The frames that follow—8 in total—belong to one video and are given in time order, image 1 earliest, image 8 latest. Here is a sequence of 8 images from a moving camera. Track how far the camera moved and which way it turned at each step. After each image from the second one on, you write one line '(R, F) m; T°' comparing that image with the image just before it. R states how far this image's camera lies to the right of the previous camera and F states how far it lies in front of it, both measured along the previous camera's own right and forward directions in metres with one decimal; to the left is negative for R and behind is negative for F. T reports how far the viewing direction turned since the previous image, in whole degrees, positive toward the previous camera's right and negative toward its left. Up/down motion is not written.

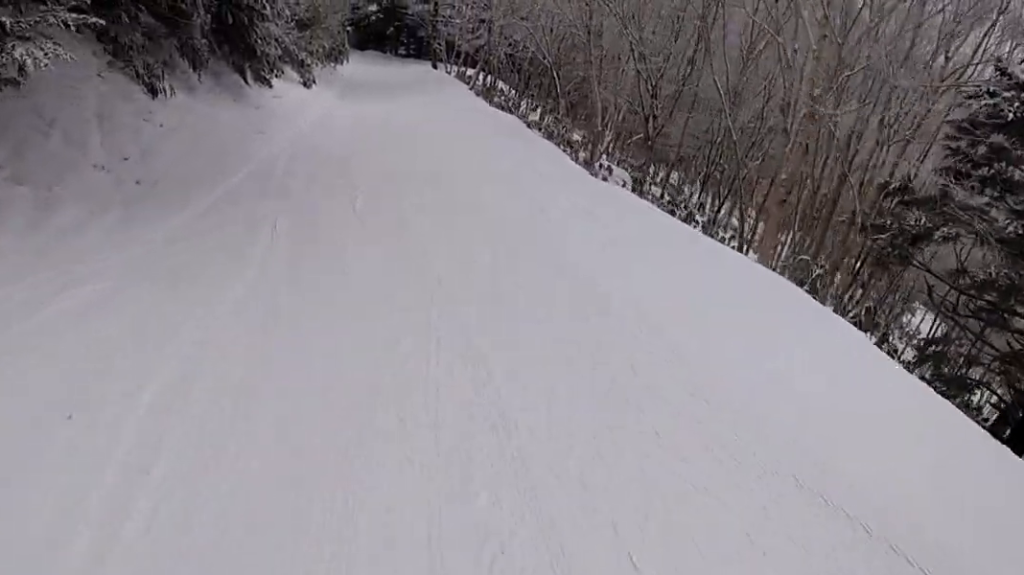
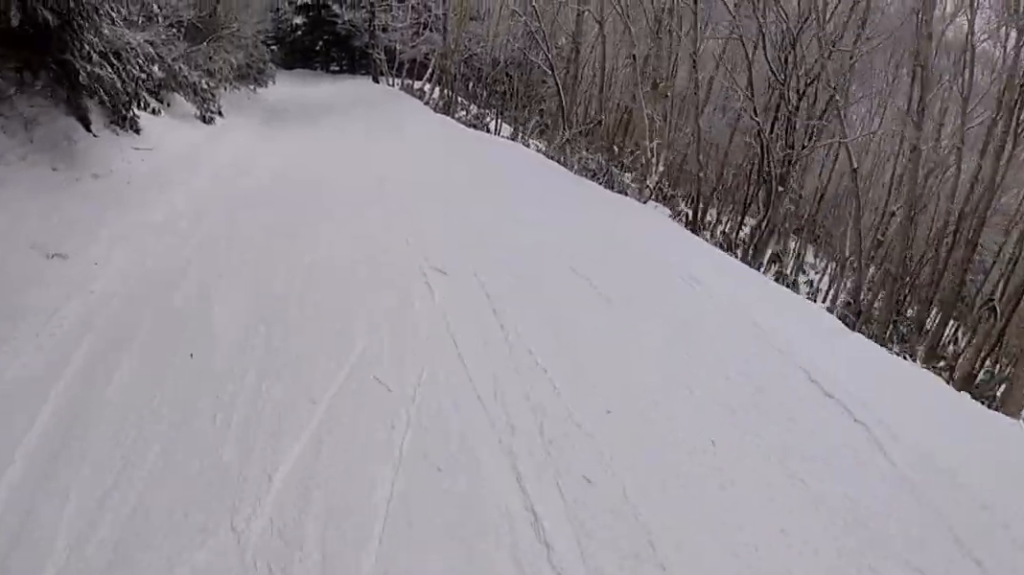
(+0.2, +8.0) m; -4°
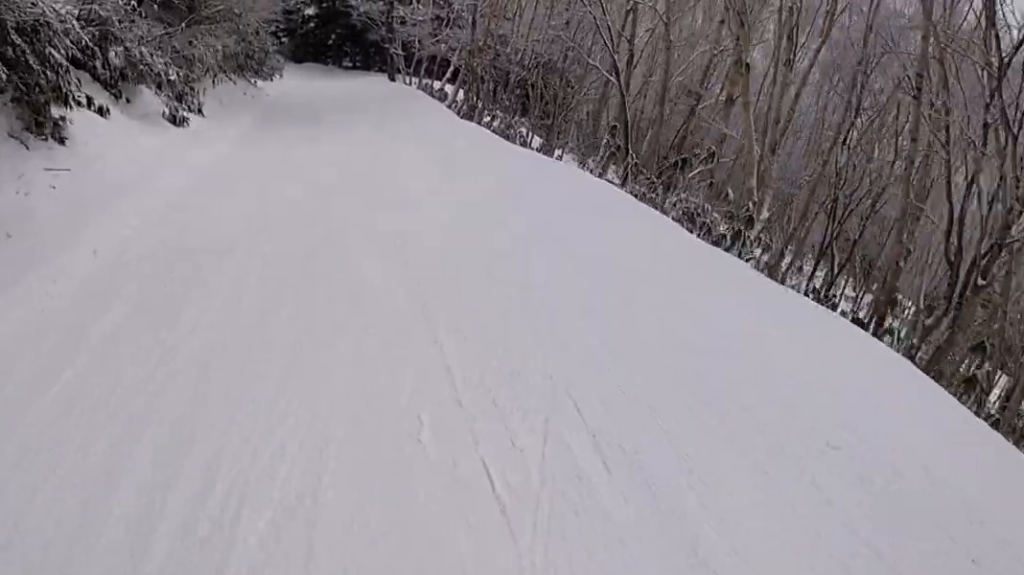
(-0.4, +3.7) m; -3°
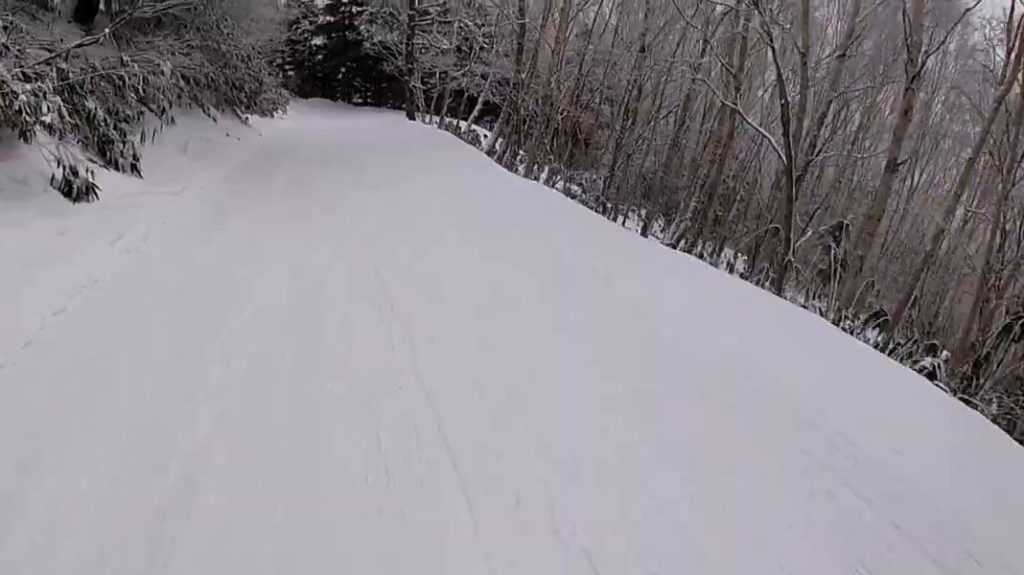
(+0.1, +5.6) m; +4°
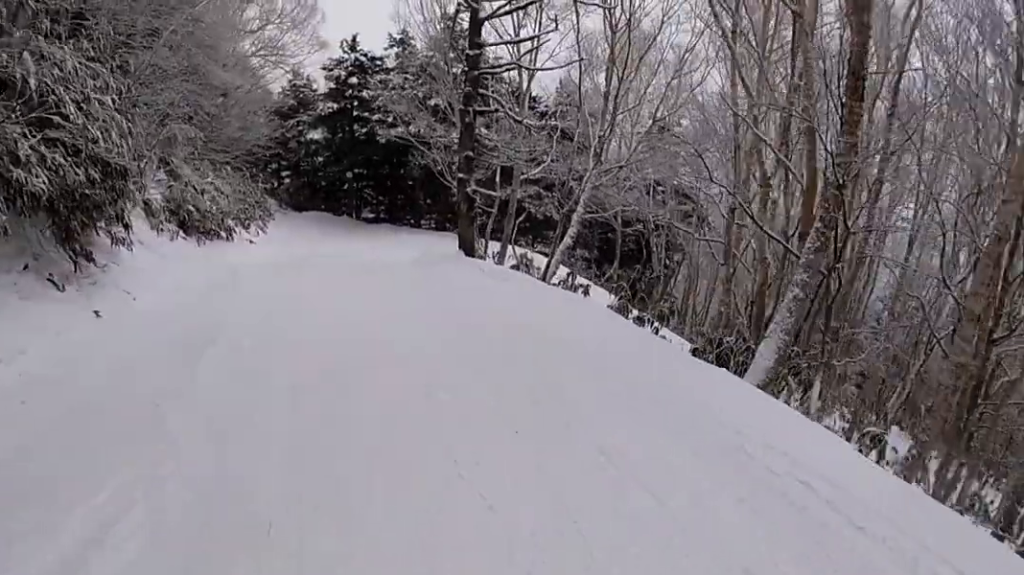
(+1.1, +13.7) m; +1°
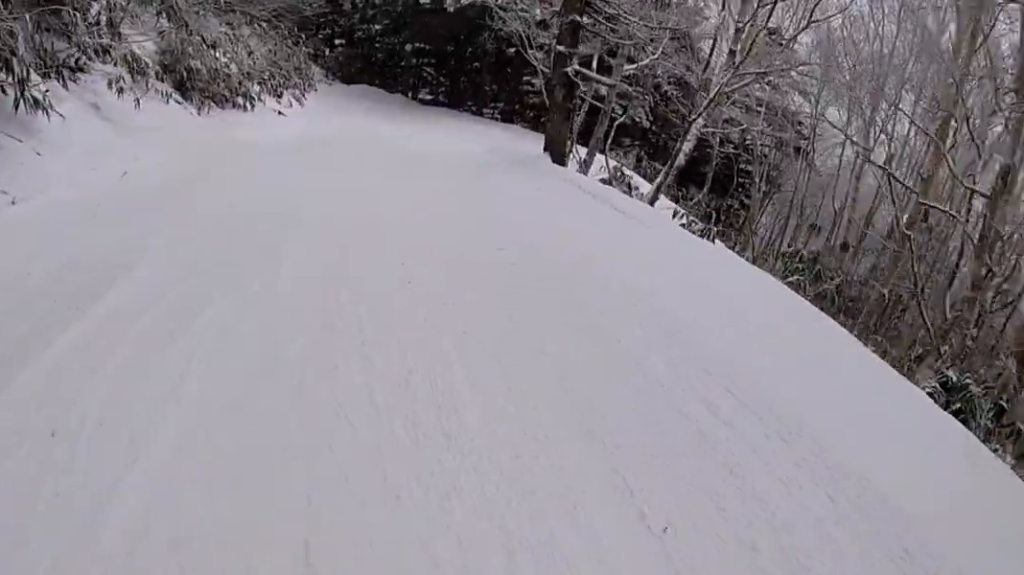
(-0.2, +3.8) m; -4°
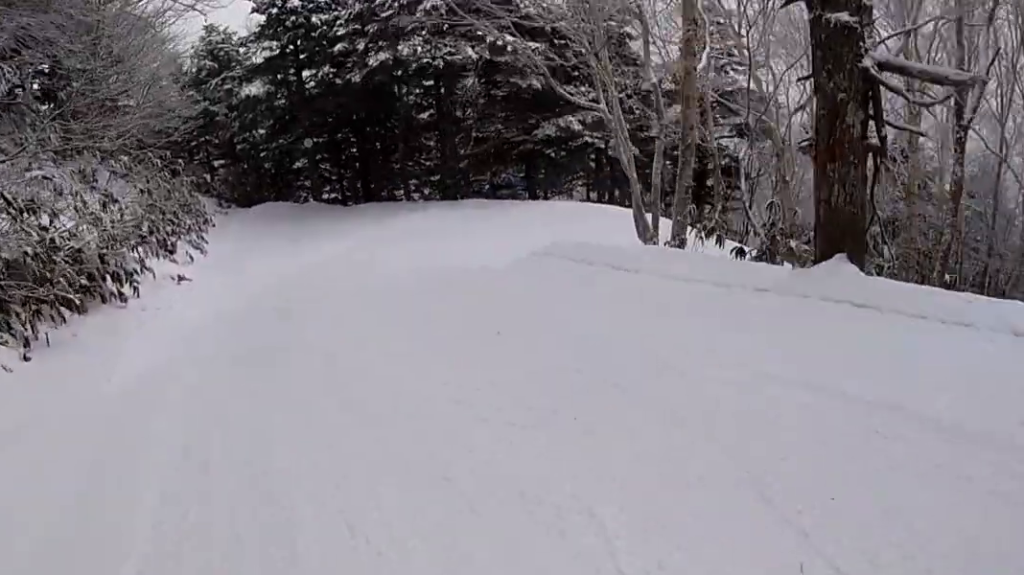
(-0.5, +7.2) m; +3°
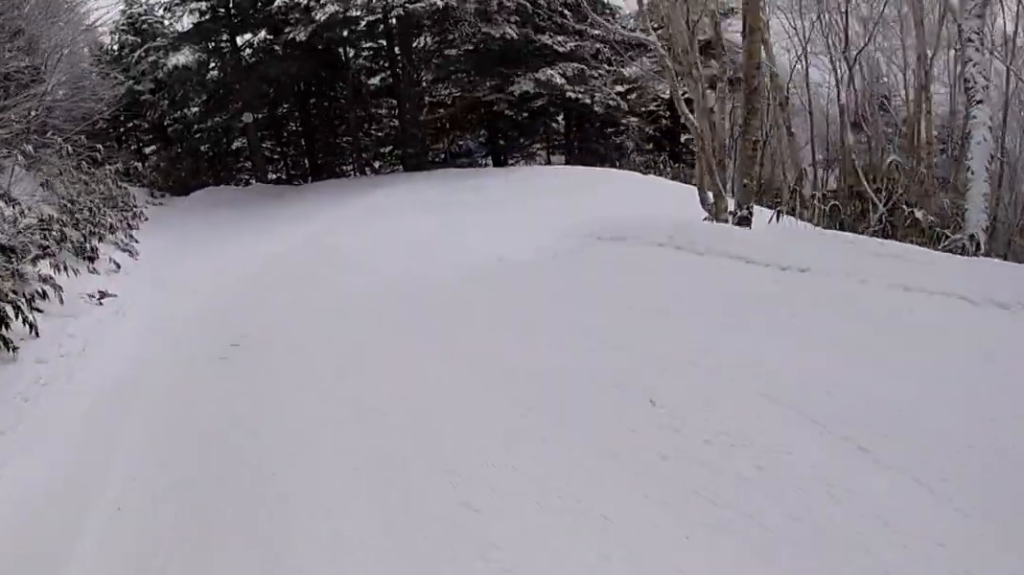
(+0.2, +2.5) m; +8°
